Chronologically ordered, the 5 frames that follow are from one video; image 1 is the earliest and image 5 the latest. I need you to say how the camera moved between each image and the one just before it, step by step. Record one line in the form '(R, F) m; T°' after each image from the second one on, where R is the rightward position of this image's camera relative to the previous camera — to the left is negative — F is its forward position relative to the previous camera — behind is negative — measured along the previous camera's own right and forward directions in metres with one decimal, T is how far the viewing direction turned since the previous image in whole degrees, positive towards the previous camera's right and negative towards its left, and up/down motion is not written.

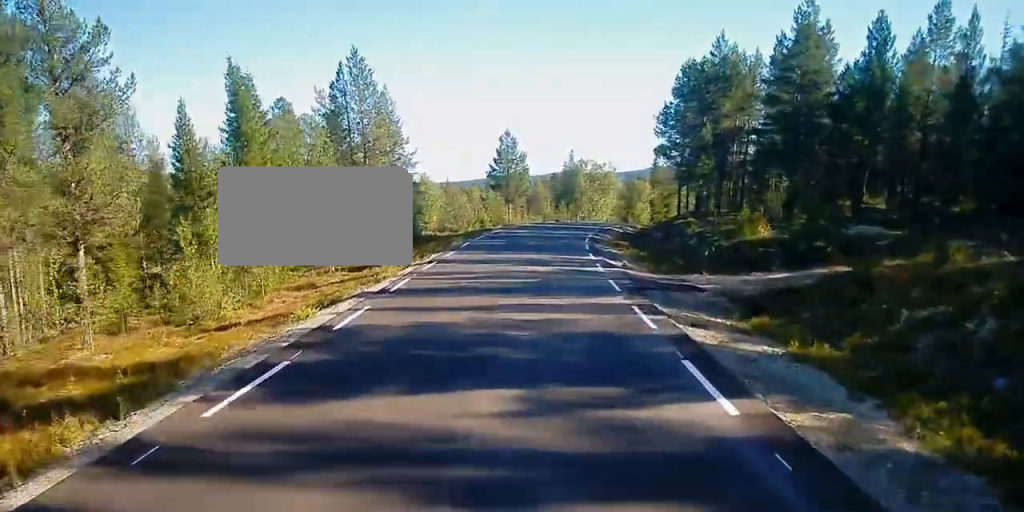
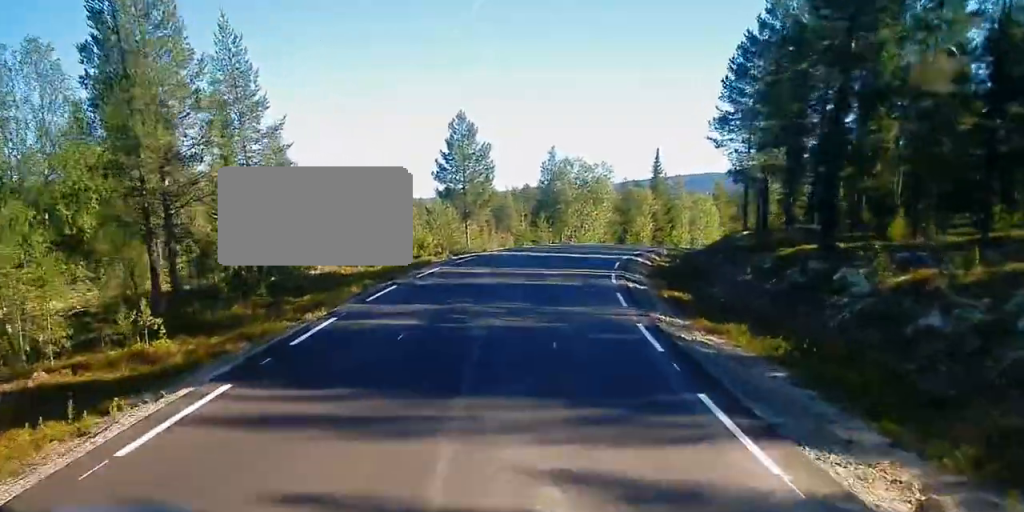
(+0.3, +25.4) m; +1°
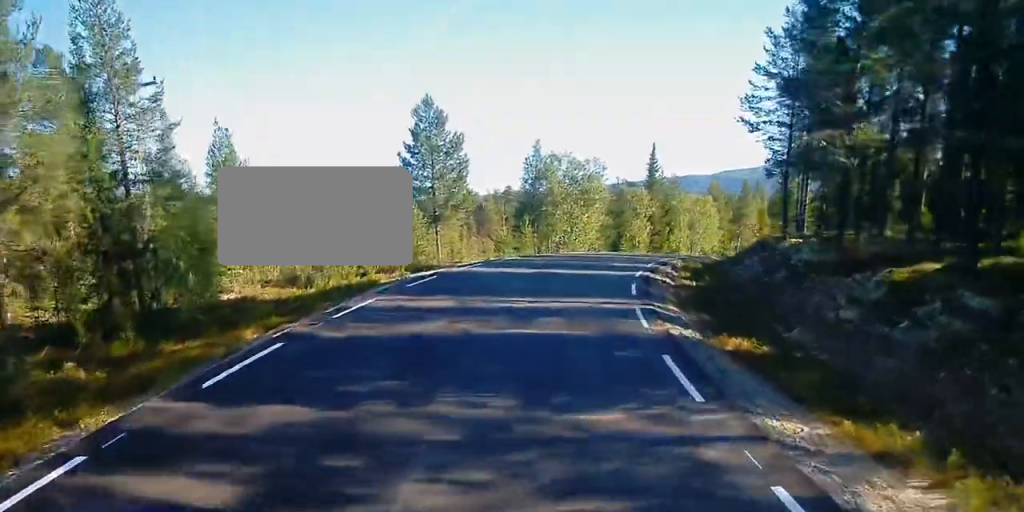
(0.0, +9.3) m; +1°
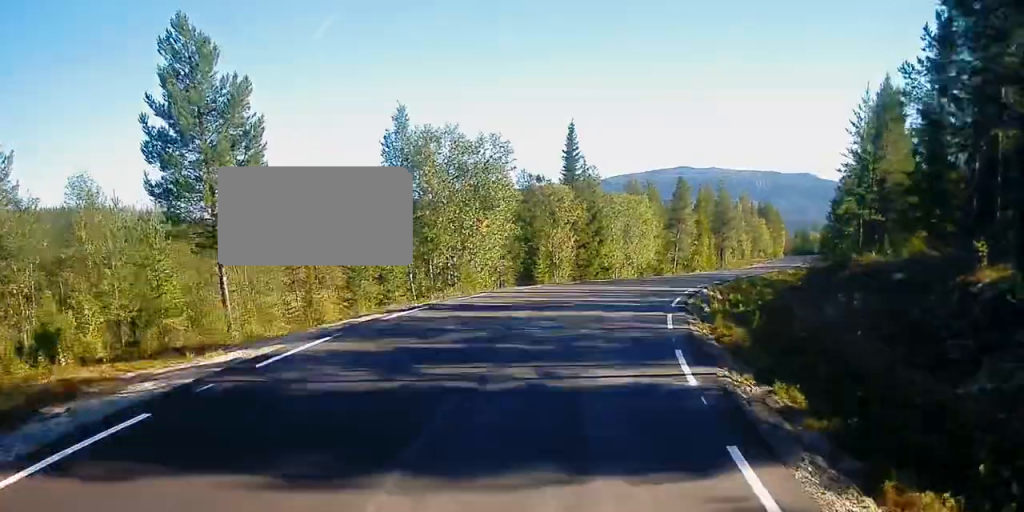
(+0.9, +22.4) m; +7°
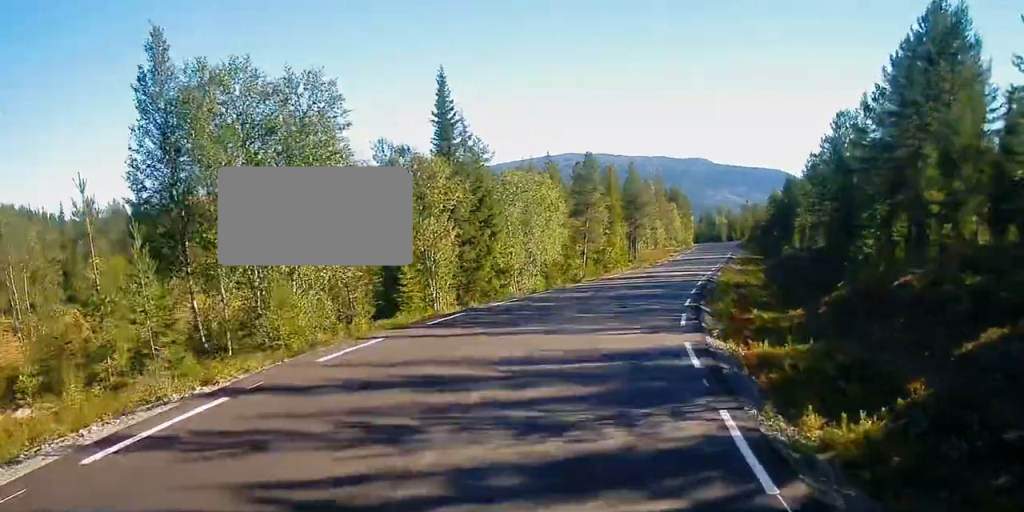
(+1.5, +15.8) m; +9°
